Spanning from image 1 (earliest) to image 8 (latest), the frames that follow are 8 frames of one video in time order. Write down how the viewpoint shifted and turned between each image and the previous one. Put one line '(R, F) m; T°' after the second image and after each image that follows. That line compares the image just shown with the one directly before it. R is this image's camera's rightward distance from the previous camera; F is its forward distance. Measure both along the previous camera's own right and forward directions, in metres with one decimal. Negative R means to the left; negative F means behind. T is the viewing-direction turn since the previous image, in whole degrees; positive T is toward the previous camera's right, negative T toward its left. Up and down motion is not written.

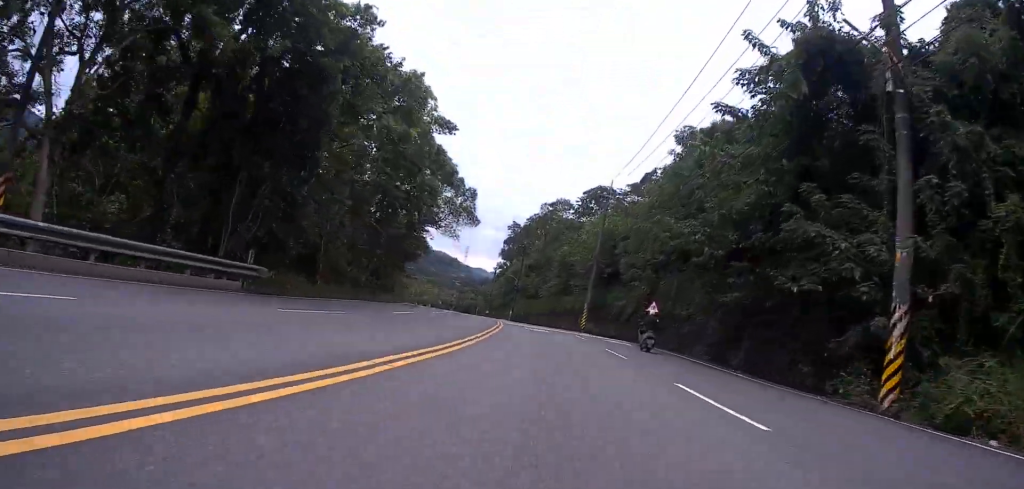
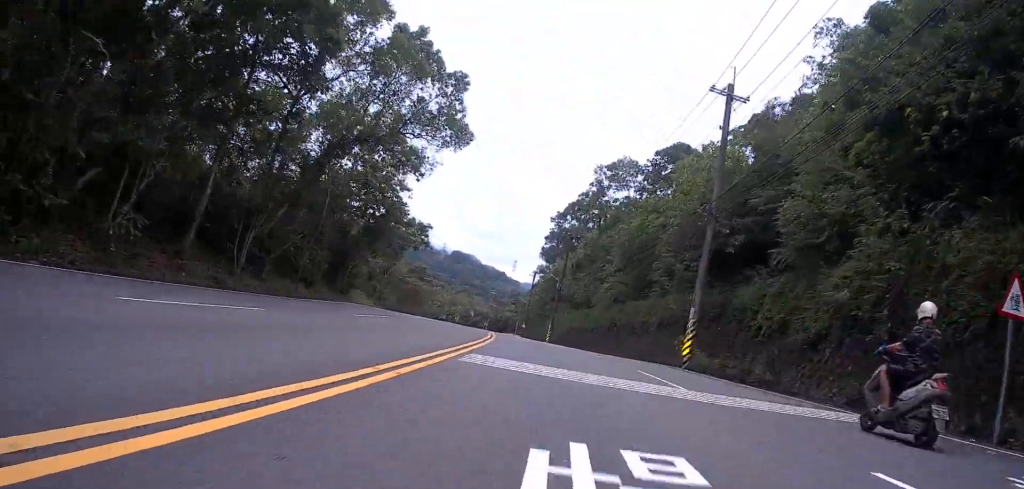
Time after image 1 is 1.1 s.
(-0.8, +19.5) m; -3°
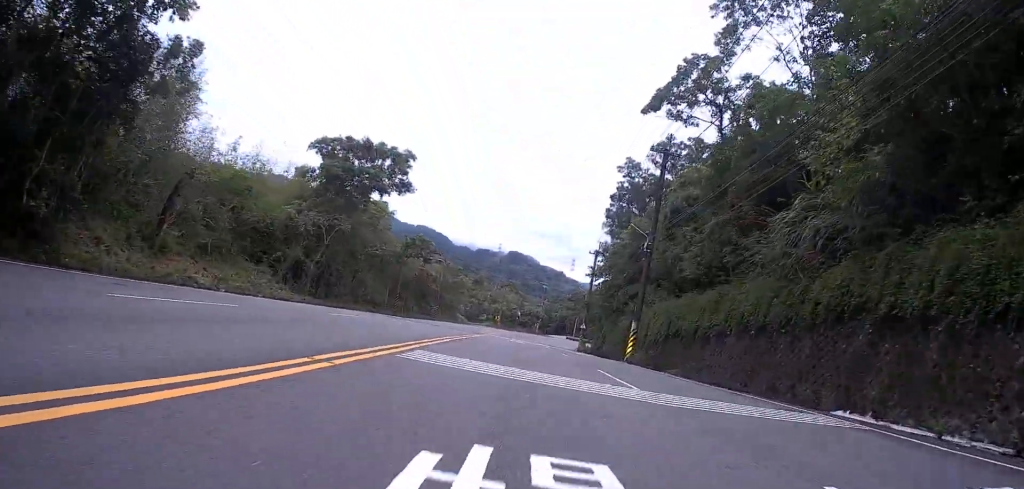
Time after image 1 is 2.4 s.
(-0.3, +22.6) m; -3°
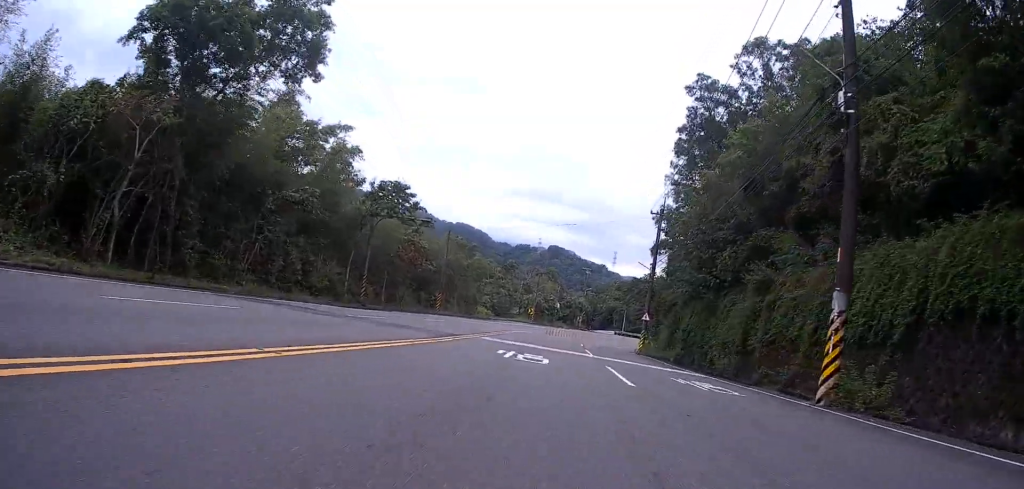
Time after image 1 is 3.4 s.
(-0.6, +17.1) m; -2°
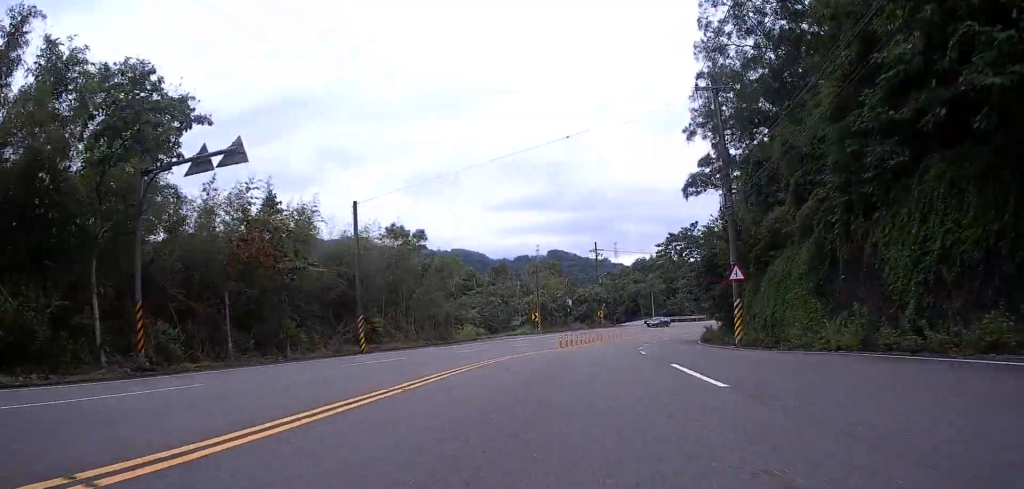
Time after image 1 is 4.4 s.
(-0.1, +20.6) m; 0°
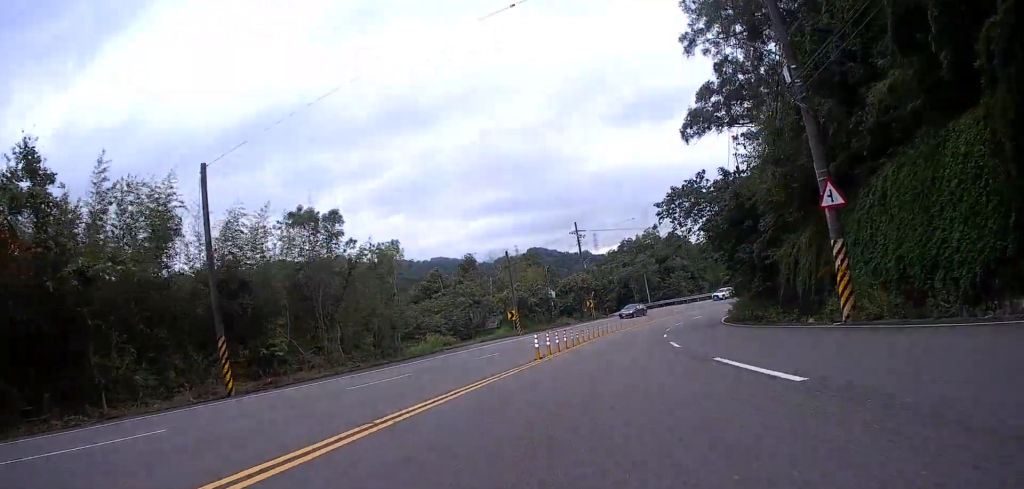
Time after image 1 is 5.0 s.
(0.0, +11.0) m; +4°
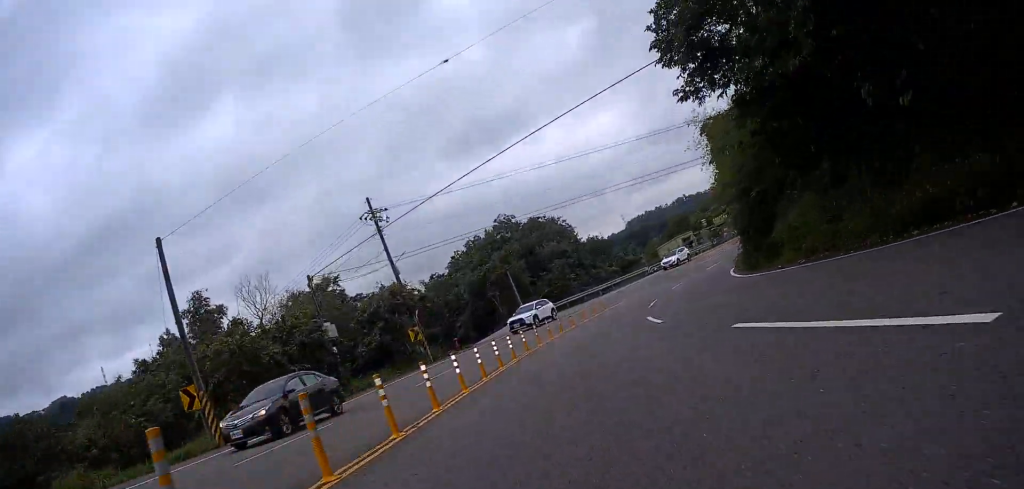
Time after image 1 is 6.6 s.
(+4.5, +31.8) m; +16°
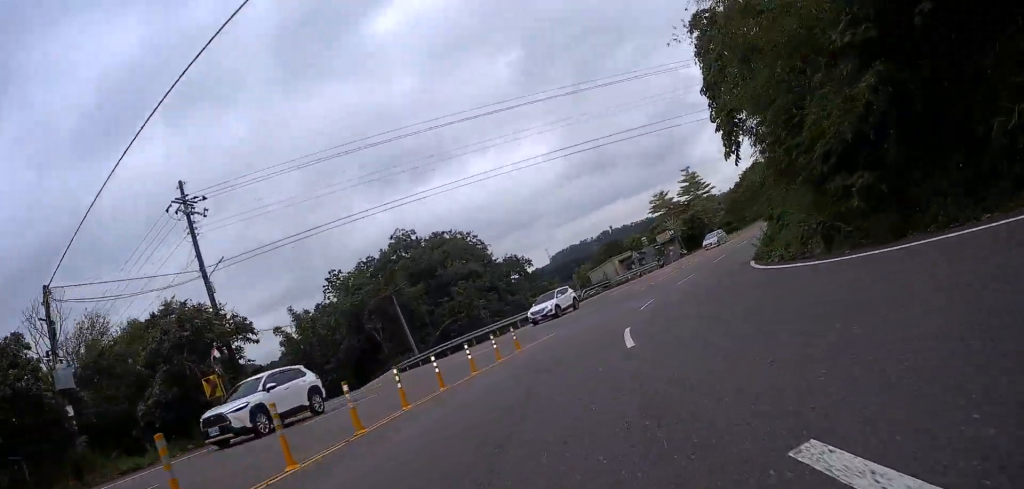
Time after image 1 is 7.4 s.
(+0.1, +15.2) m; +10°
